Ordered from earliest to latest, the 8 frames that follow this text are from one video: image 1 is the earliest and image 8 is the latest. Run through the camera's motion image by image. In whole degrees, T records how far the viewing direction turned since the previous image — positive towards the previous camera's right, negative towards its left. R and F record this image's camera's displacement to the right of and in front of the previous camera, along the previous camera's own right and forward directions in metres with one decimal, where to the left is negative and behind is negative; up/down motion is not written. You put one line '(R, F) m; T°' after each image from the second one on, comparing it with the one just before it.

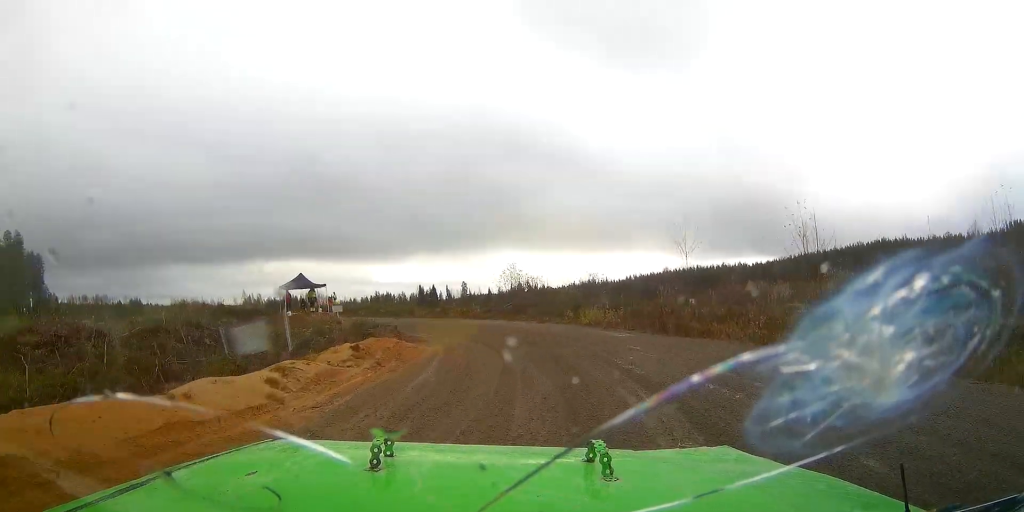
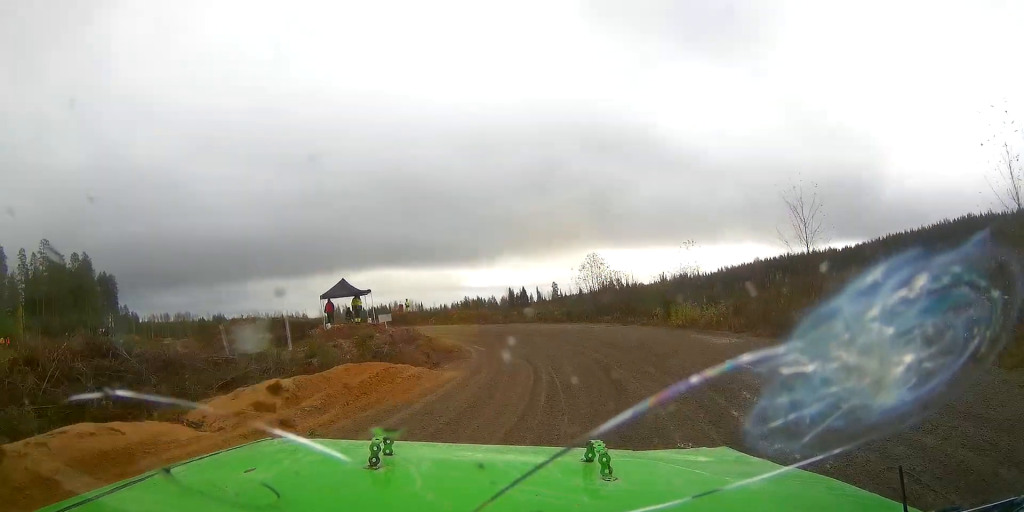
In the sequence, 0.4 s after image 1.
(-0.8, +6.0) m; -7°
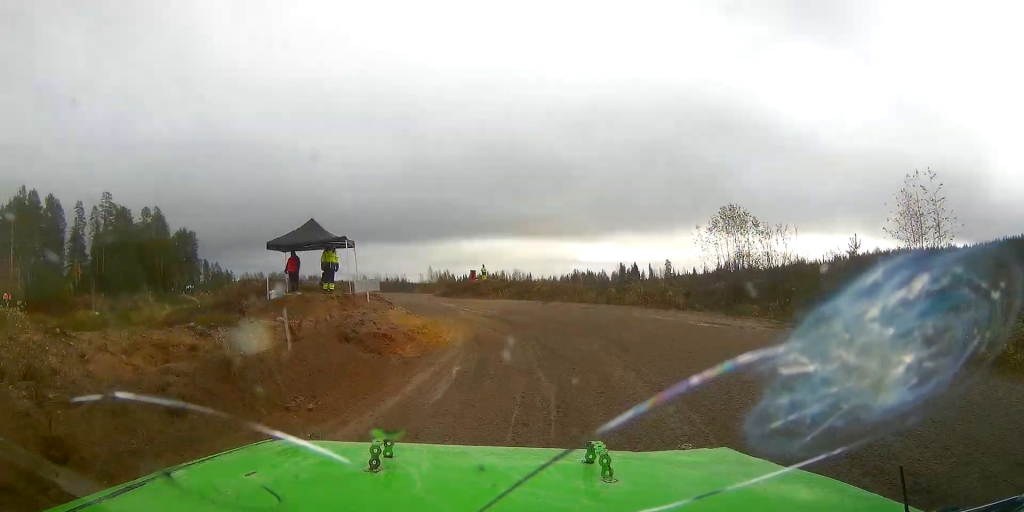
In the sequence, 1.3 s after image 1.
(-2.1, +14.6) m; -16°
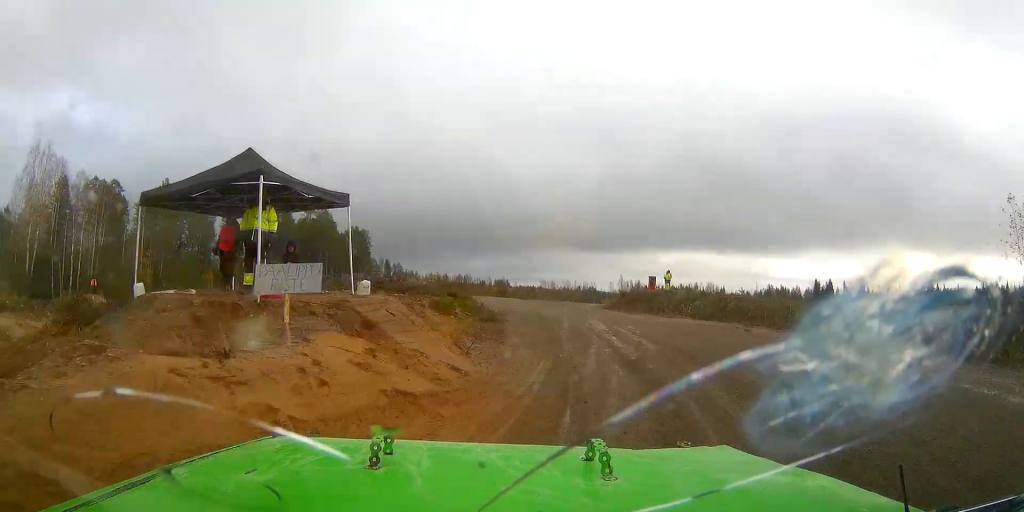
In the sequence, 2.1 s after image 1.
(-0.9, +12.8) m; -11°
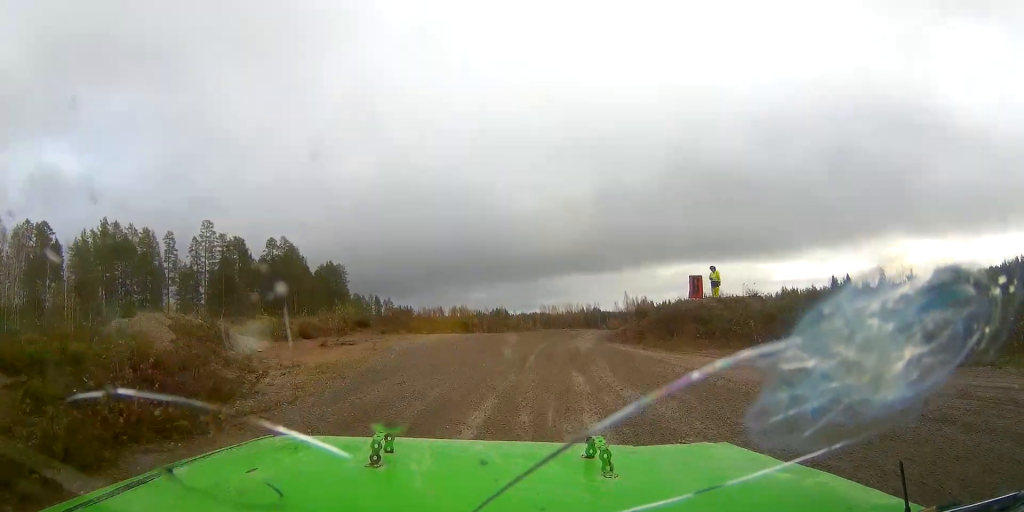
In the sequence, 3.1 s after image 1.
(-2.1, +18.3) m; -5°
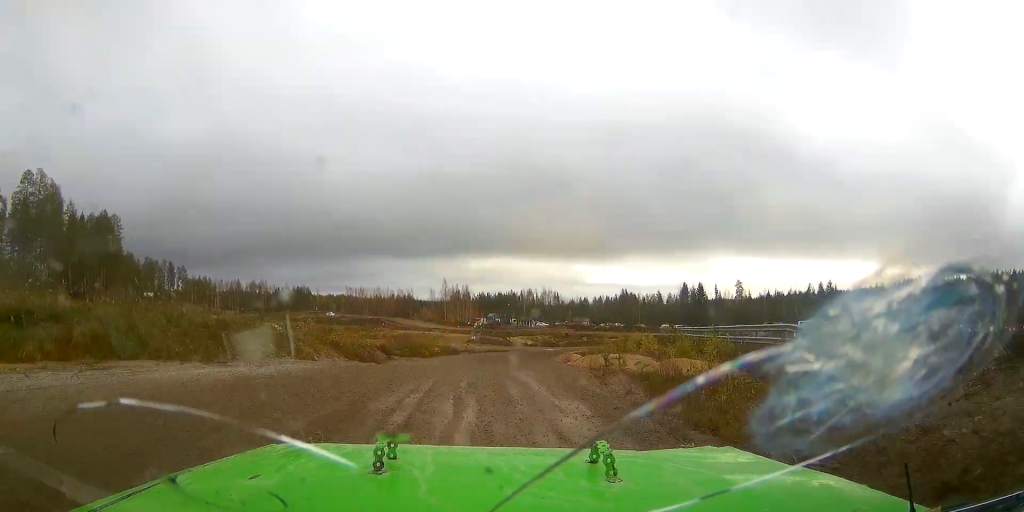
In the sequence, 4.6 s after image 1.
(+1.6, +28.7) m; +6°
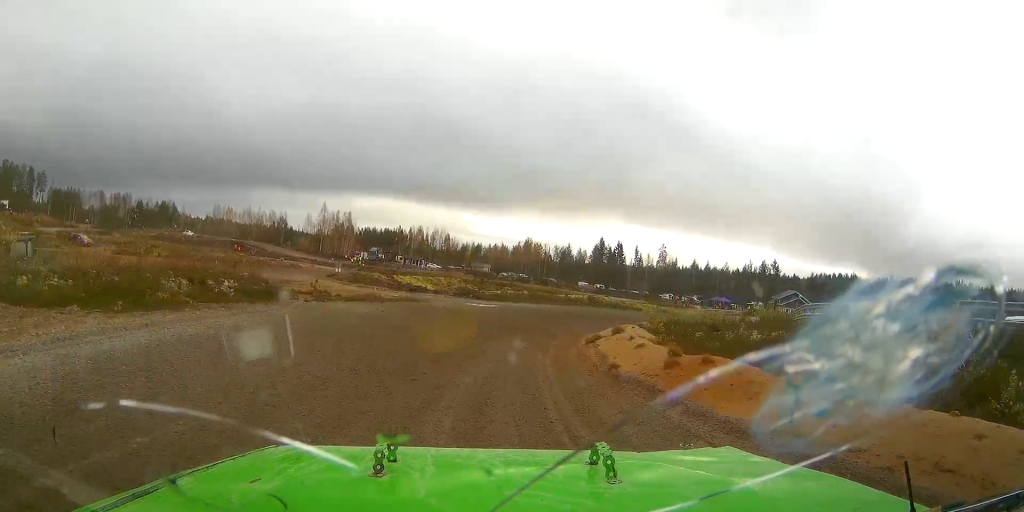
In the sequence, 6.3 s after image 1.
(+2.3, +30.2) m; +17°
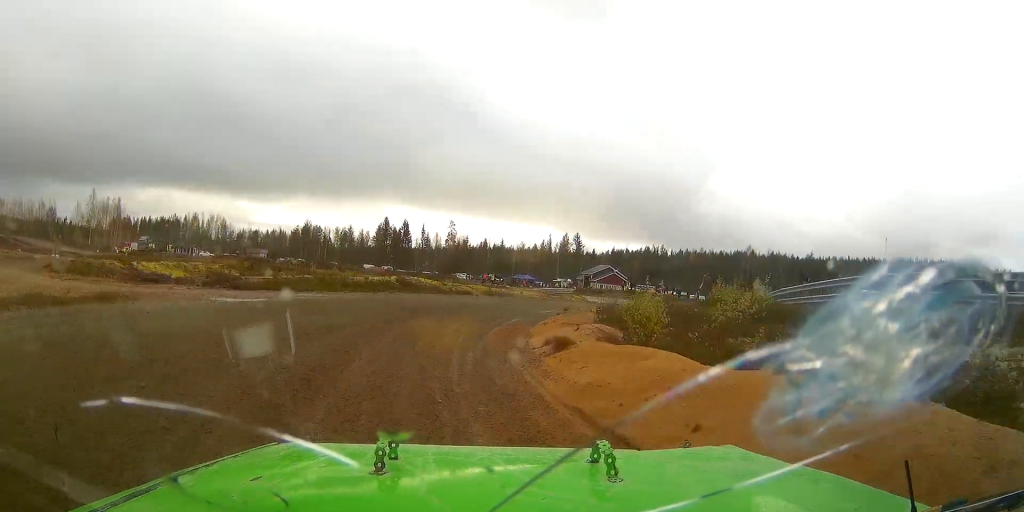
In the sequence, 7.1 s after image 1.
(+2.0, +13.7) m; +16°
